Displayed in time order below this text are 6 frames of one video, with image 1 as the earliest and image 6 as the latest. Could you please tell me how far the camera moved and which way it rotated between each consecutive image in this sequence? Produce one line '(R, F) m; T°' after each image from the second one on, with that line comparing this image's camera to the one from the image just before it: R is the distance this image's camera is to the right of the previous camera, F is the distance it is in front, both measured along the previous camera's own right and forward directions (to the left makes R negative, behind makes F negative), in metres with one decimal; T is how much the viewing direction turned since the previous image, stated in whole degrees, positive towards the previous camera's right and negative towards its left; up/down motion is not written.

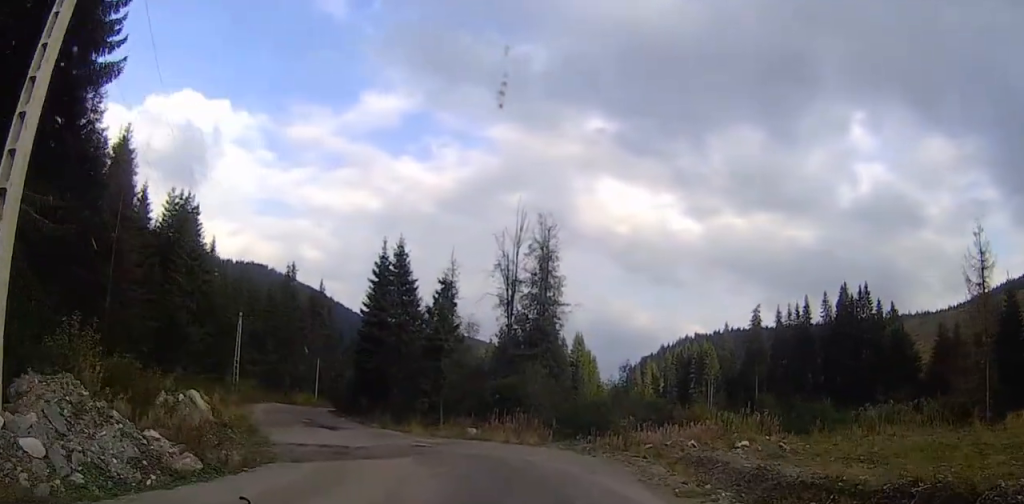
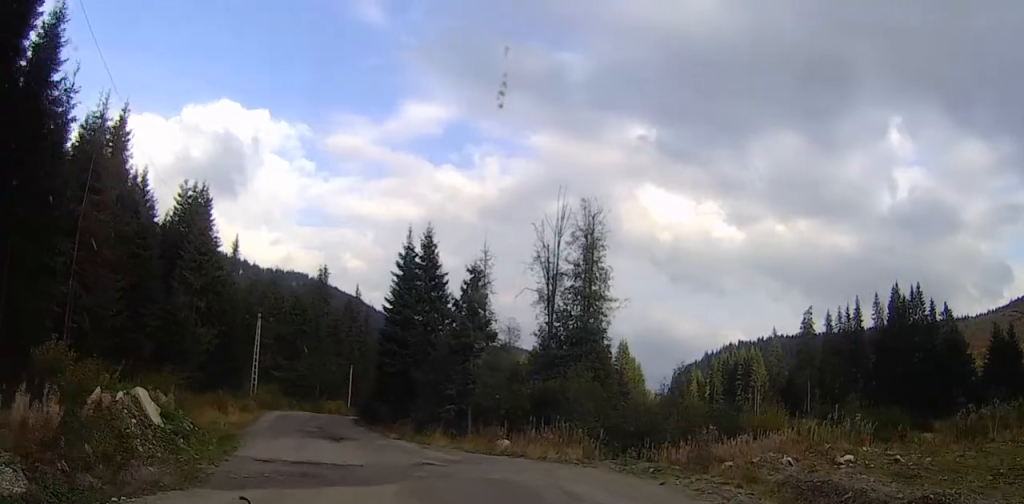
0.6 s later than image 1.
(-0.1, +5.7) m; -4°
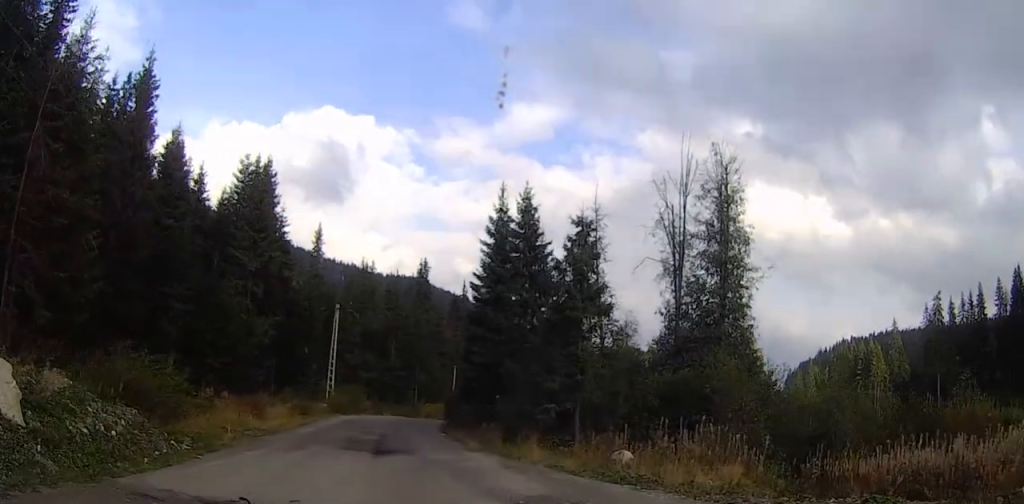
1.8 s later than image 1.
(-0.8, +10.3) m; -4°
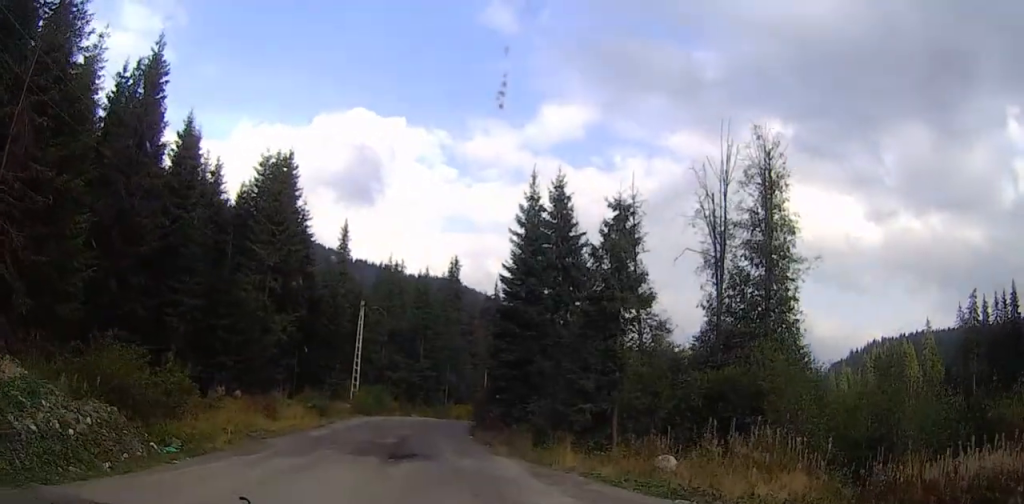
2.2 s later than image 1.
(-0.1, +3.3) m; +1°
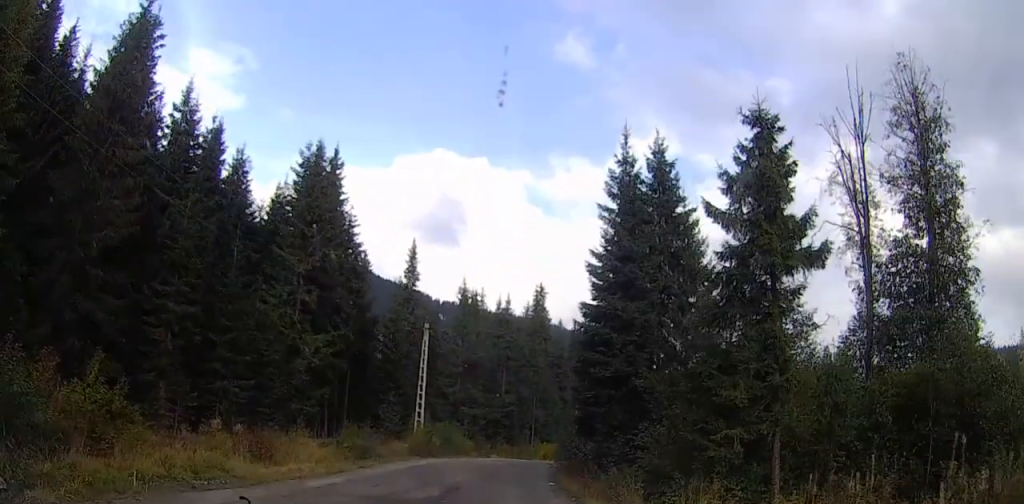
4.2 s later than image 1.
(-1.6, +12.7) m; -19°
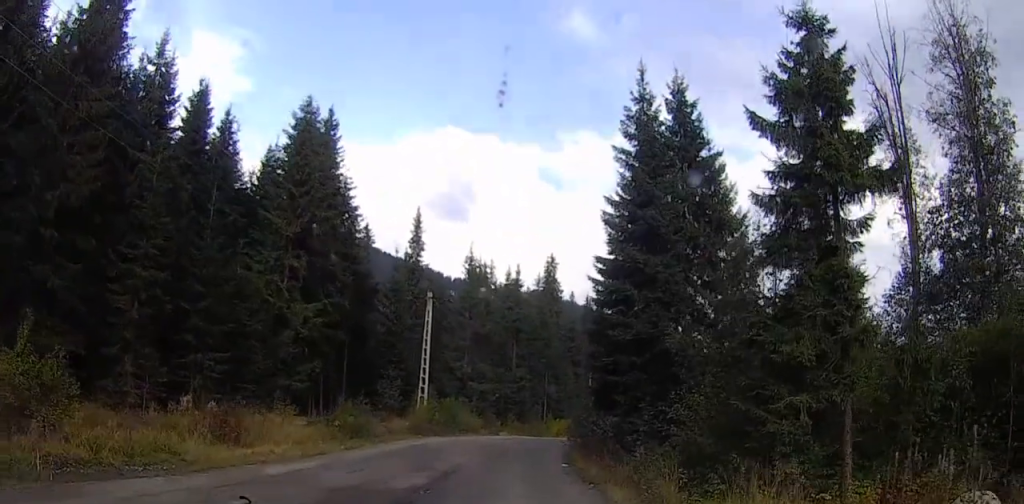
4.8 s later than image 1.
(-0.1, +3.9) m; -1°
